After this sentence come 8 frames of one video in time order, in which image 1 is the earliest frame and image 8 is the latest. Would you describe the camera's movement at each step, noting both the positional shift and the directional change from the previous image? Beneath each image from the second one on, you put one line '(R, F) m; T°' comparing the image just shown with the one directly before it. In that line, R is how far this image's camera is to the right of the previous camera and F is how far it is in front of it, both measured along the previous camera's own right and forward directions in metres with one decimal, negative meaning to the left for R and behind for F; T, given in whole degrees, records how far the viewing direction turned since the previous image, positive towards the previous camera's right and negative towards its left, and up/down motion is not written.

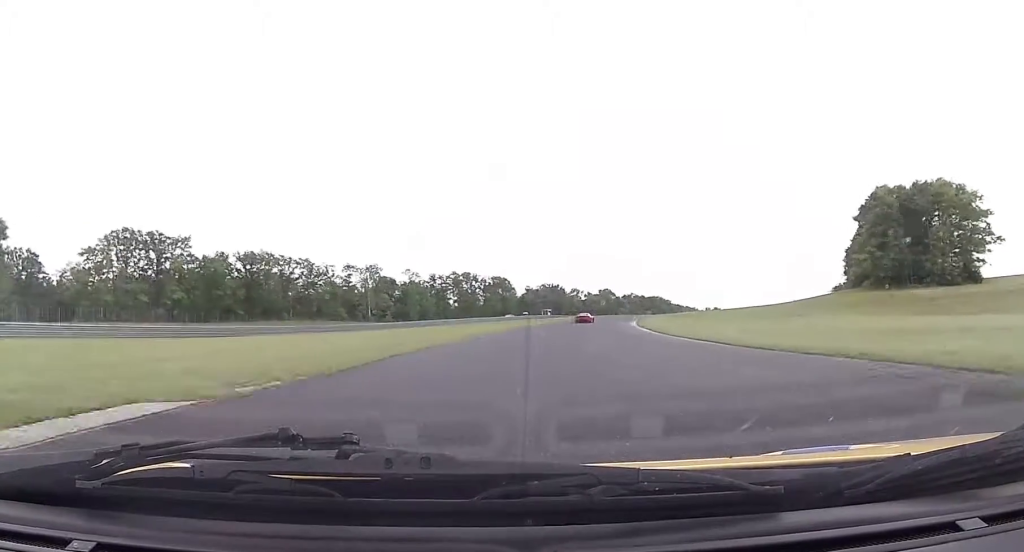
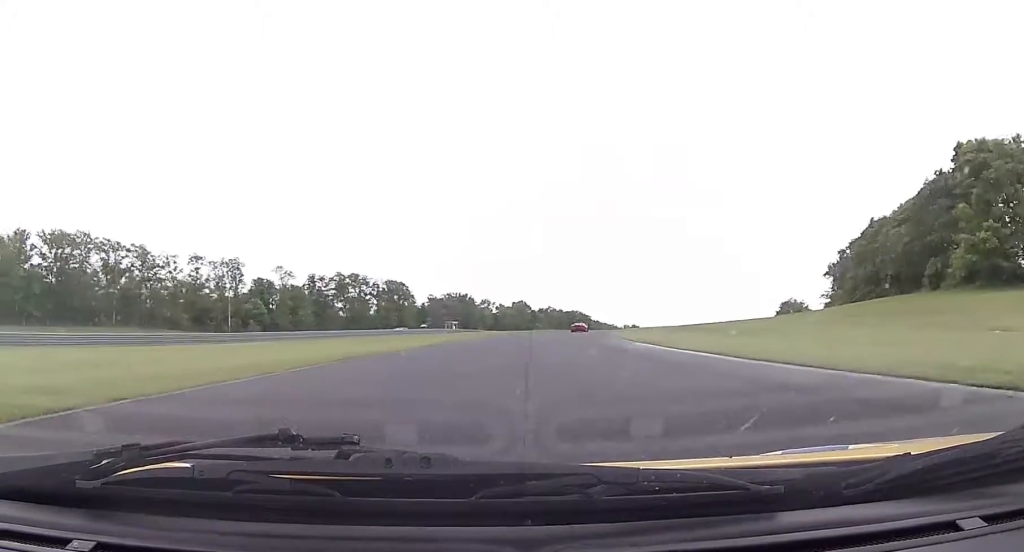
(+2.5, +46.6) m; +7°
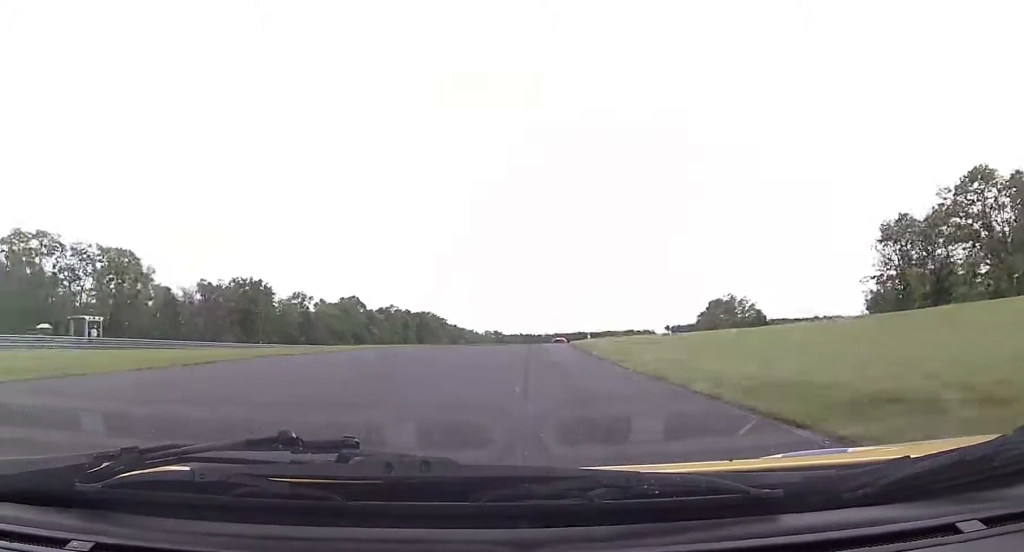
(+10.0, +89.6) m; +12°
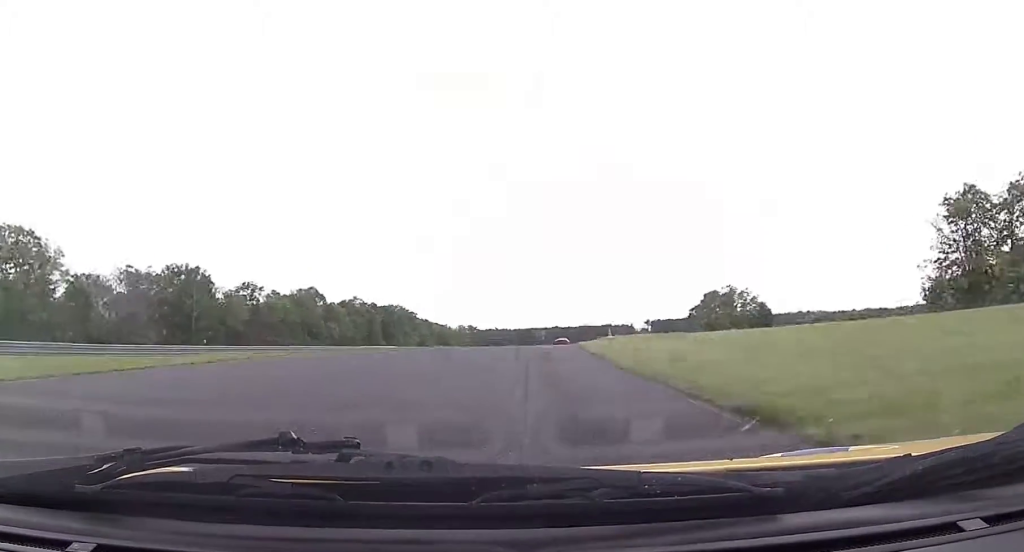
(+0.8, +23.1) m; +2°
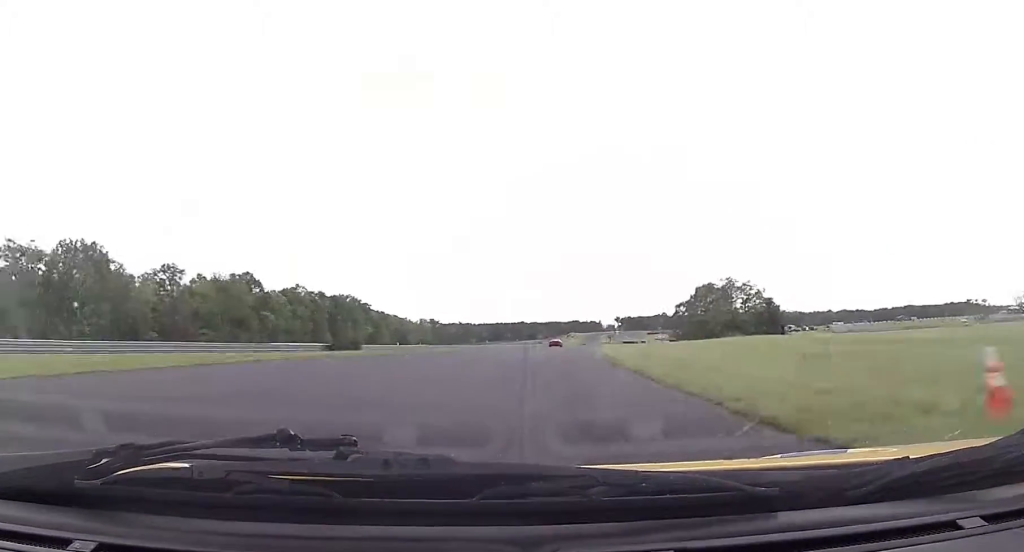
(+0.4, +29.4) m; +2°
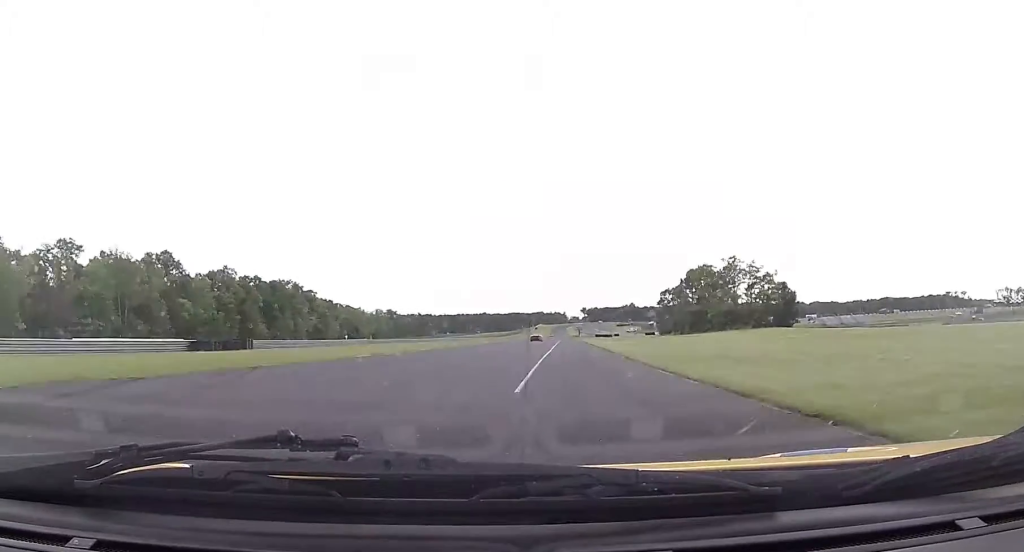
(+0.8, +29.6) m; +2°
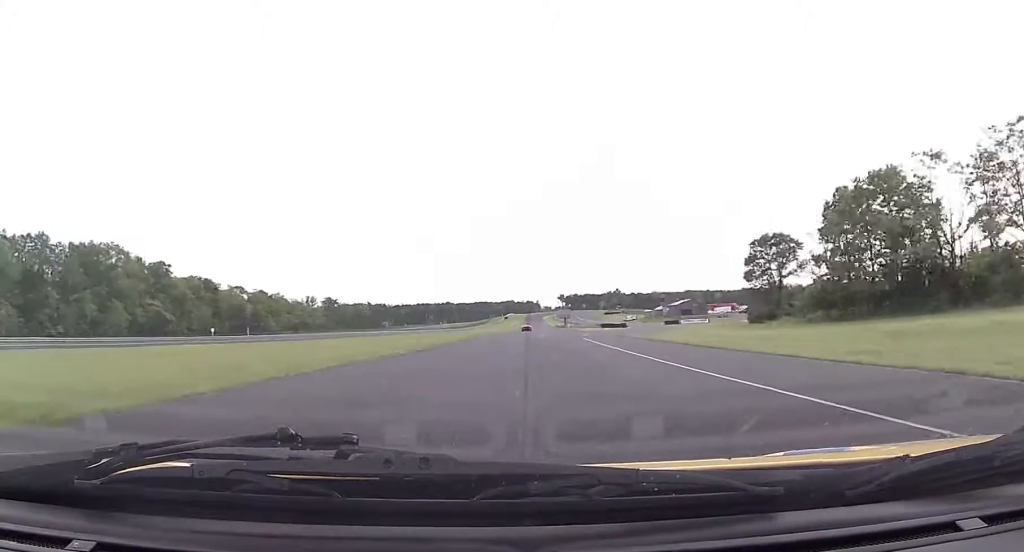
(+3.2, +96.4) m; +3°
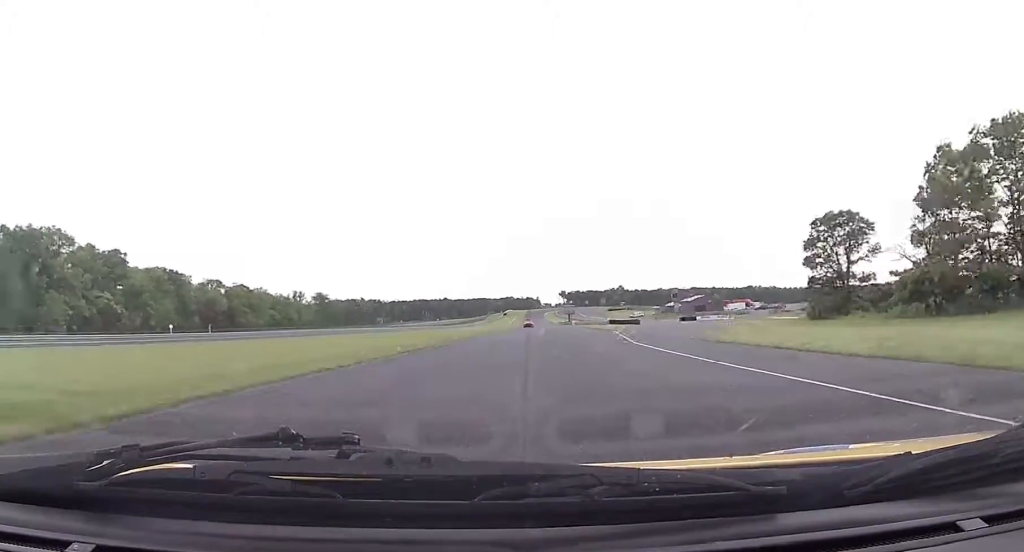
(0.0, +21.4) m; 0°
